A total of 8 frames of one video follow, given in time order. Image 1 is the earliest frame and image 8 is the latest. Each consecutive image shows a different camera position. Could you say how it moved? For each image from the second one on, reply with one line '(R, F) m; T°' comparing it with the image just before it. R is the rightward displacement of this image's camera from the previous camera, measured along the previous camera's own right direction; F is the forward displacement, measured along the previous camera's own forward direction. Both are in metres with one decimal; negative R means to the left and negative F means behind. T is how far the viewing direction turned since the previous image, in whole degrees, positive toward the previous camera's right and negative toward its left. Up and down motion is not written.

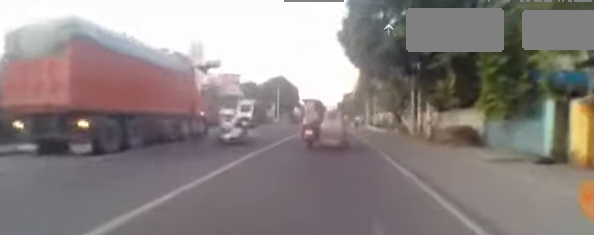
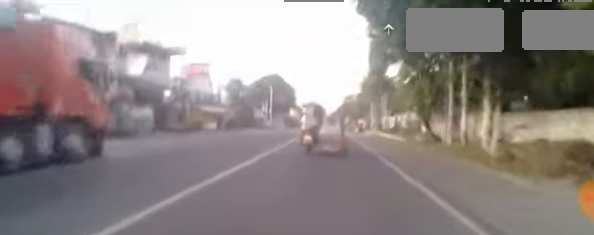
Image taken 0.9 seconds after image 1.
(0.0, +9.1) m; -1°
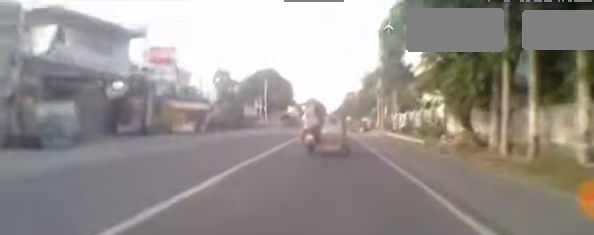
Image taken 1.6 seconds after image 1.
(-0.1, +6.0) m; -2°
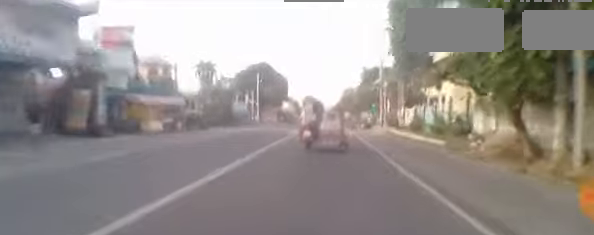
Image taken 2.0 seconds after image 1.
(0.0, +4.2) m; -1°
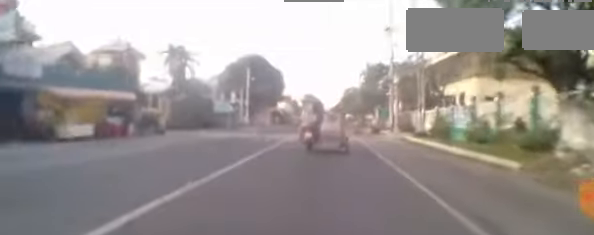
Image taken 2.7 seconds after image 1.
(-0.2, +6.9) m; 0°
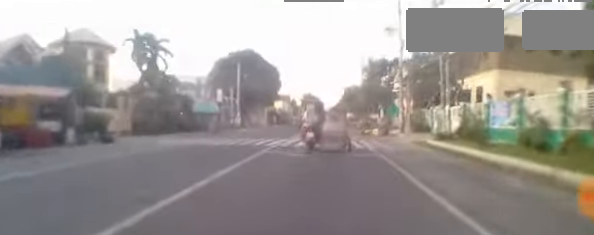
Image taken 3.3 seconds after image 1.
(+0.1, +4.9) m; +1°
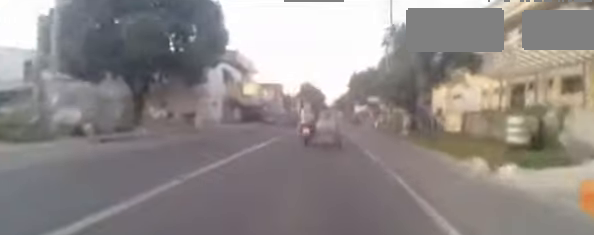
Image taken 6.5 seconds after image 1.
(+1.2, +30.2) m; +2°
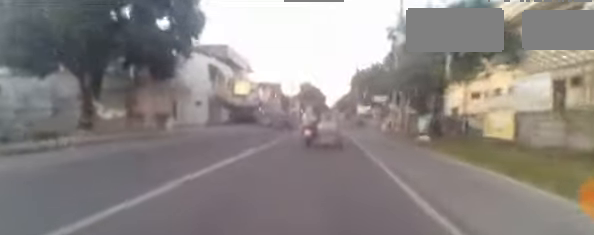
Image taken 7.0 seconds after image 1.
(0.0, +4.7) m; -1°
